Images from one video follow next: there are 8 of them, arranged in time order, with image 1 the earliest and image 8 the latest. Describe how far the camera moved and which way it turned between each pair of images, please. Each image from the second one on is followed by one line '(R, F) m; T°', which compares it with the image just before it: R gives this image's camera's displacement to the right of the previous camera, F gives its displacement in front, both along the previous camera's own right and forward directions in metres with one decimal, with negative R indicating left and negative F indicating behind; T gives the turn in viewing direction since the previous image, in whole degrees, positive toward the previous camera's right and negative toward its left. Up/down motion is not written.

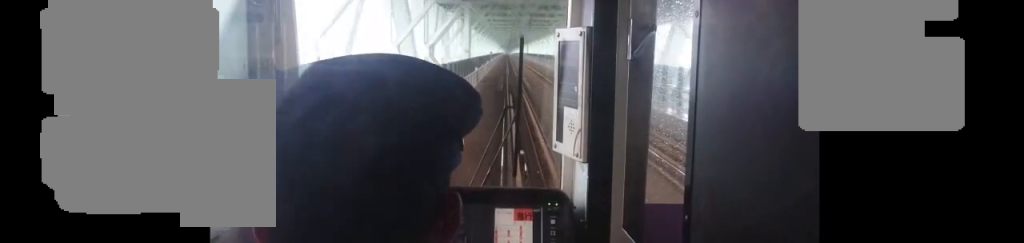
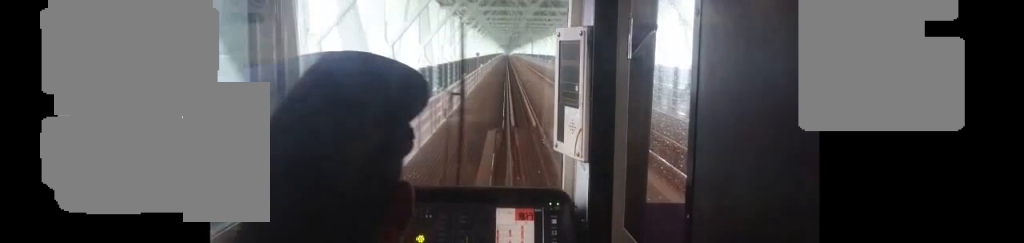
(+0.1, +29.8) m; 0°
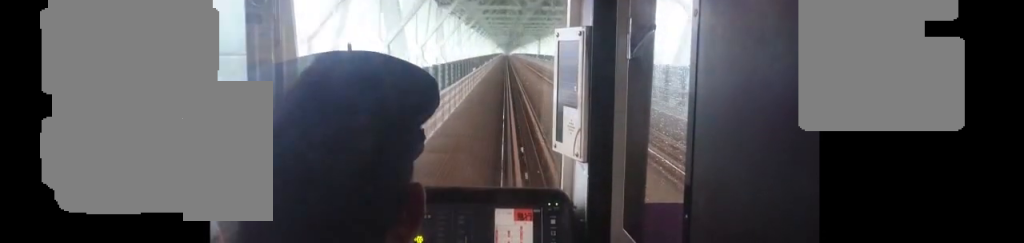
(-0.1, +26.8) m; 0°
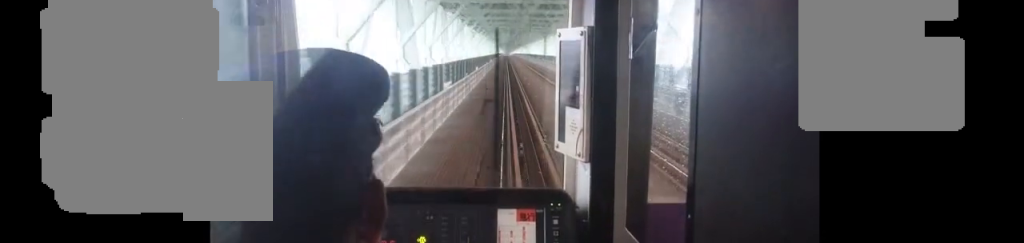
(0.0, +14.4) m; 0°
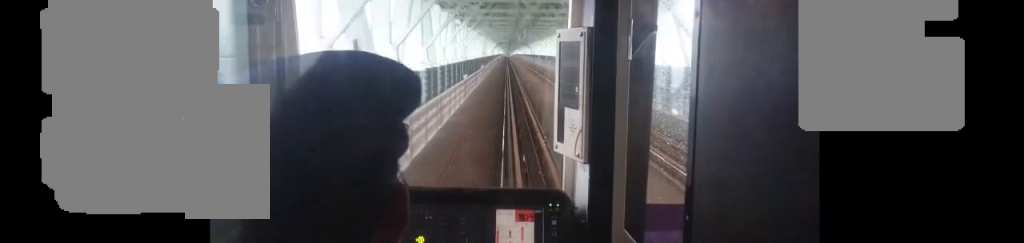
(+0.2, +28.8) m; 0°
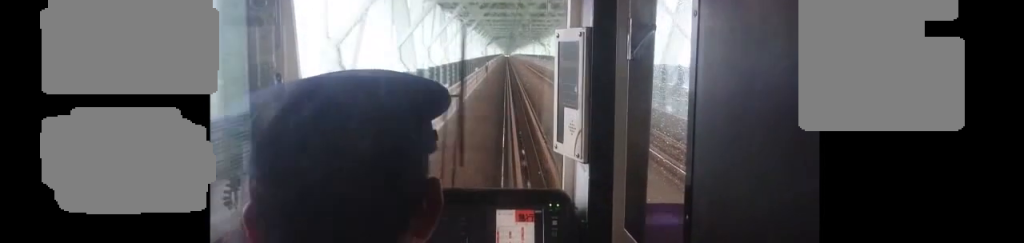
(-0.3, +60.8) m; -1°
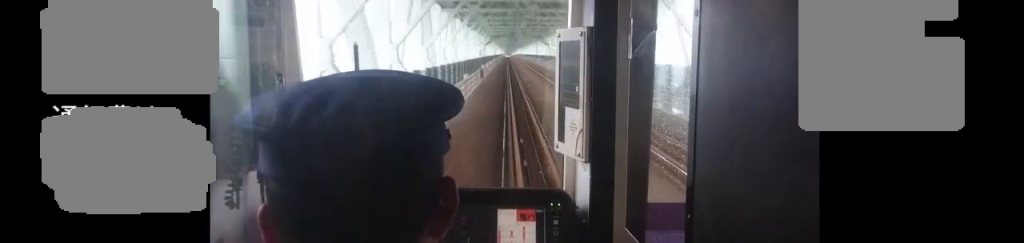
(0.0, +9.7) m; 0°
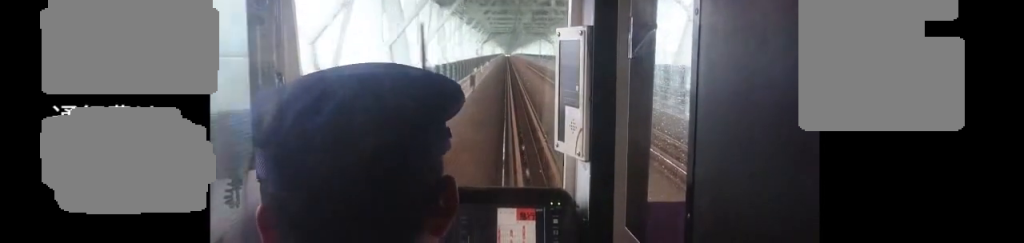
(0.0, +10.7) m; 0°
